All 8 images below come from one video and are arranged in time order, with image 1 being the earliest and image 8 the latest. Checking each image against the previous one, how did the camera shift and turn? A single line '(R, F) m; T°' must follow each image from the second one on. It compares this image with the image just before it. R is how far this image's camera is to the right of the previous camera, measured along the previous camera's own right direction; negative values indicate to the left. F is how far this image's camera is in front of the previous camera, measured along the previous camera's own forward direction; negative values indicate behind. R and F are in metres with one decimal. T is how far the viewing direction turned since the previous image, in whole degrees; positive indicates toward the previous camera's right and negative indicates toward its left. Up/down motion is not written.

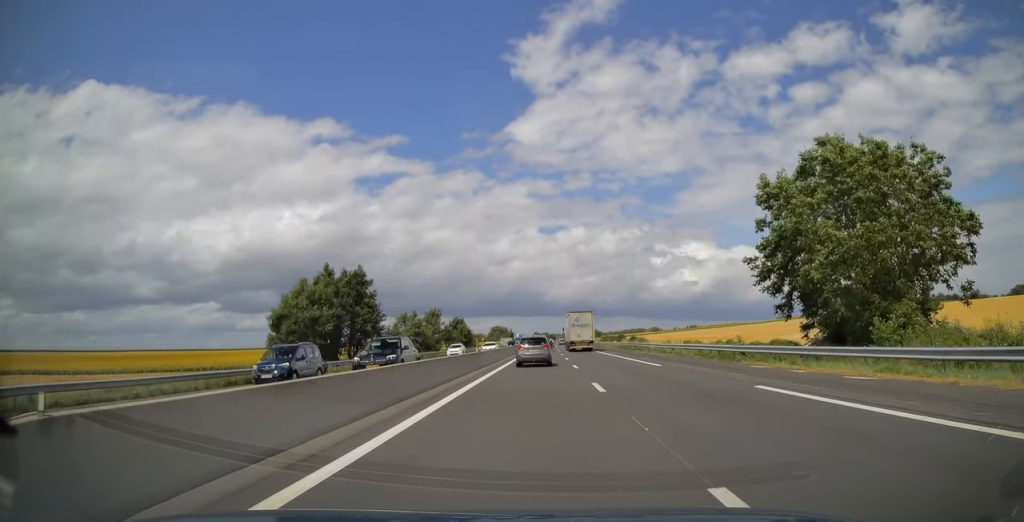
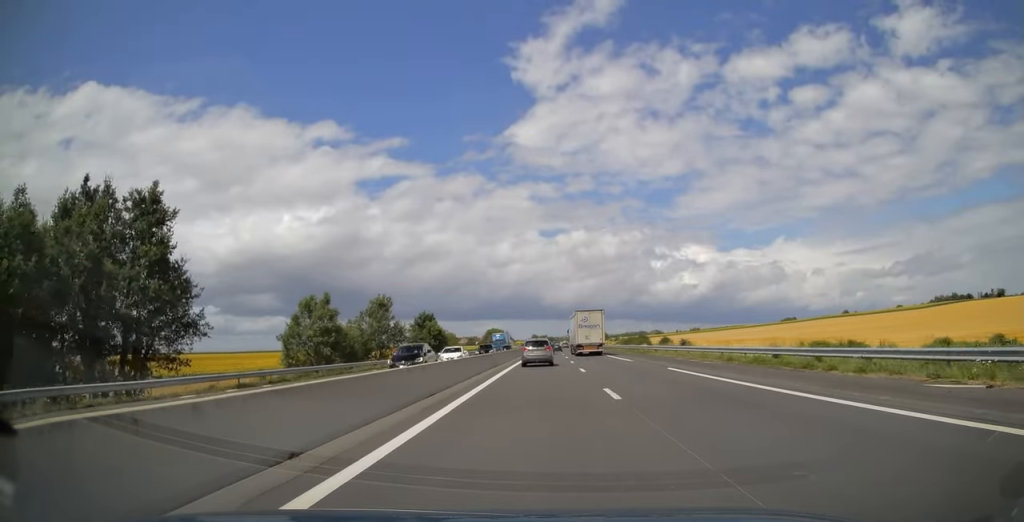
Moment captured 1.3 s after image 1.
(+0.1, +39.6) m; 0°
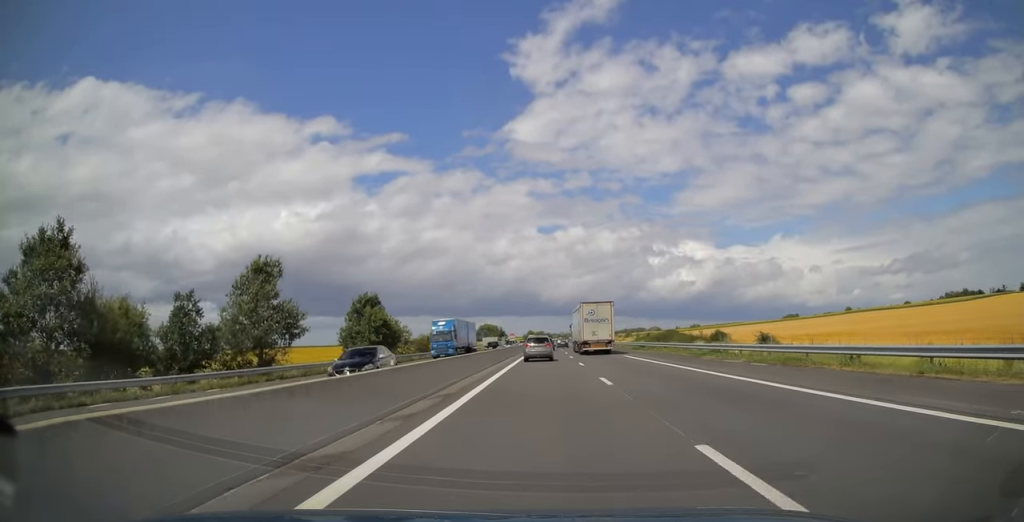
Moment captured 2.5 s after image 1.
(0.0, +34.2) m; 0°
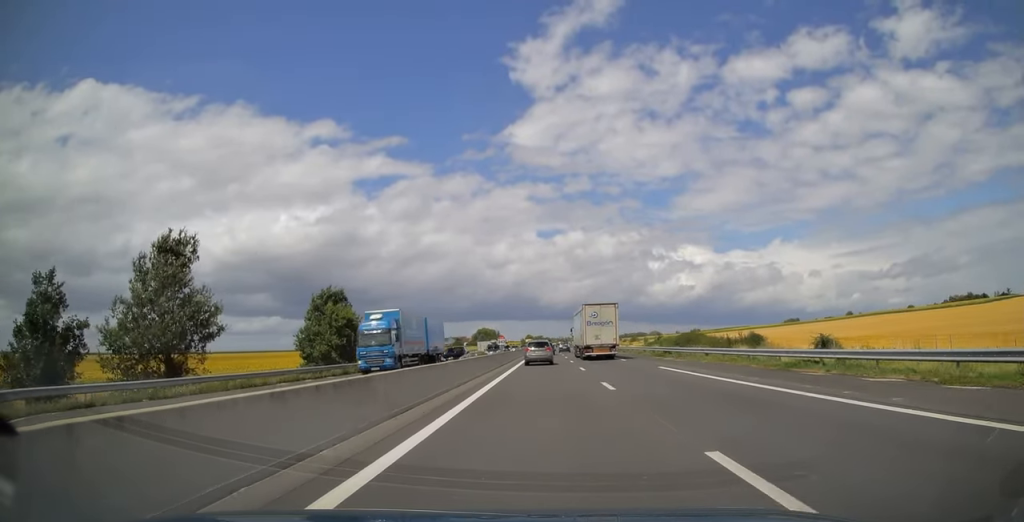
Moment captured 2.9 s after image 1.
(0.0, +12.8) m; 0°
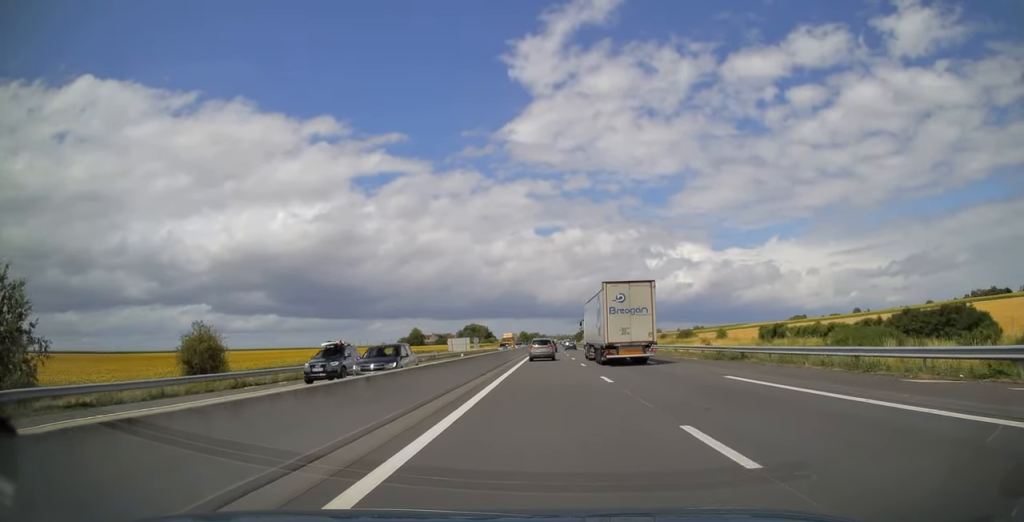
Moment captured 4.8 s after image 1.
(+0.3, +61.3) m; 0°
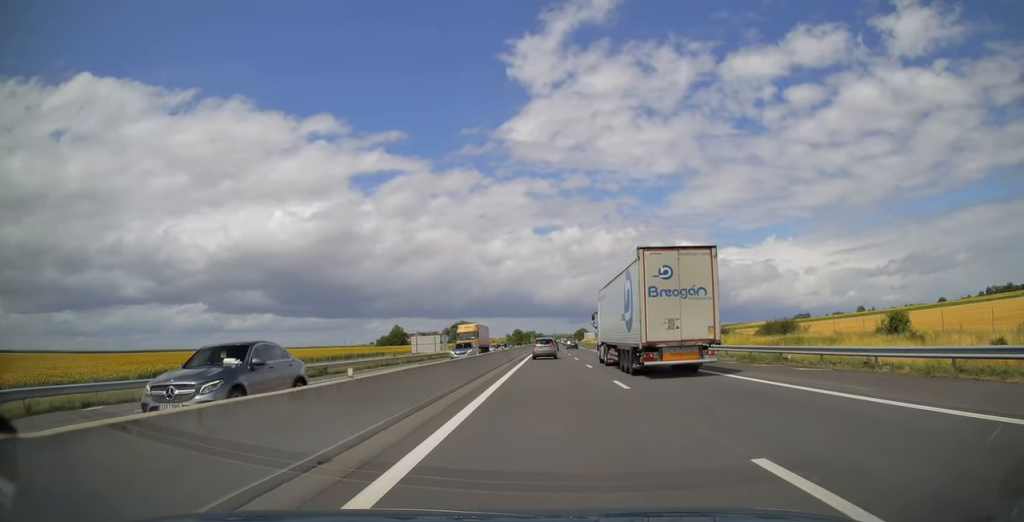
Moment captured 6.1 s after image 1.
(0.0, +40.9) m; 0°
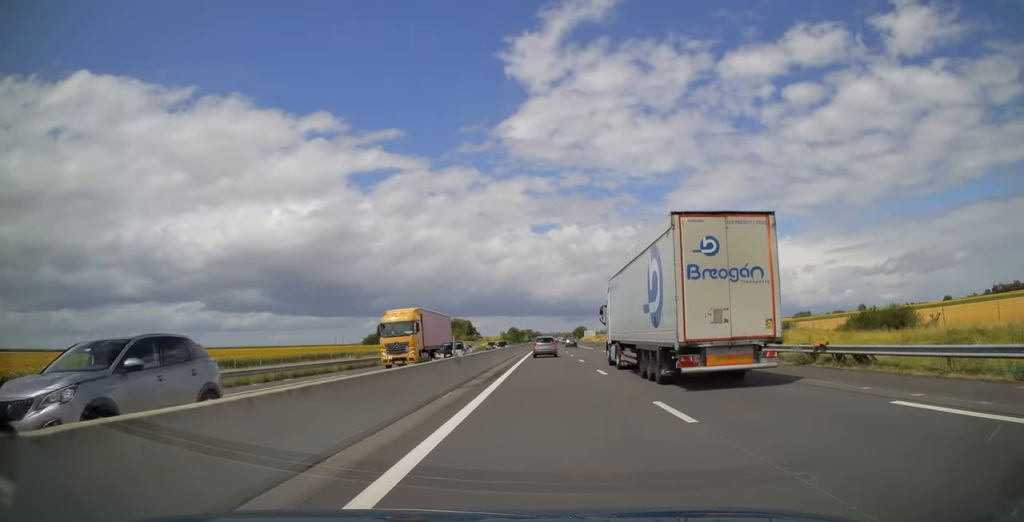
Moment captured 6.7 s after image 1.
(0.0, +19.8) m; 0°
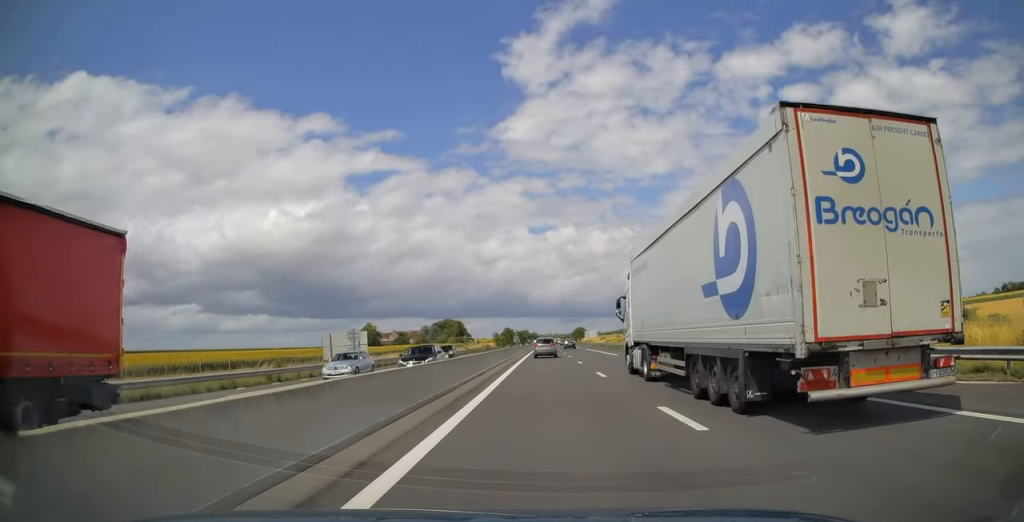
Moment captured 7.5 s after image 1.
(0.0, +26.6) m; 0°
